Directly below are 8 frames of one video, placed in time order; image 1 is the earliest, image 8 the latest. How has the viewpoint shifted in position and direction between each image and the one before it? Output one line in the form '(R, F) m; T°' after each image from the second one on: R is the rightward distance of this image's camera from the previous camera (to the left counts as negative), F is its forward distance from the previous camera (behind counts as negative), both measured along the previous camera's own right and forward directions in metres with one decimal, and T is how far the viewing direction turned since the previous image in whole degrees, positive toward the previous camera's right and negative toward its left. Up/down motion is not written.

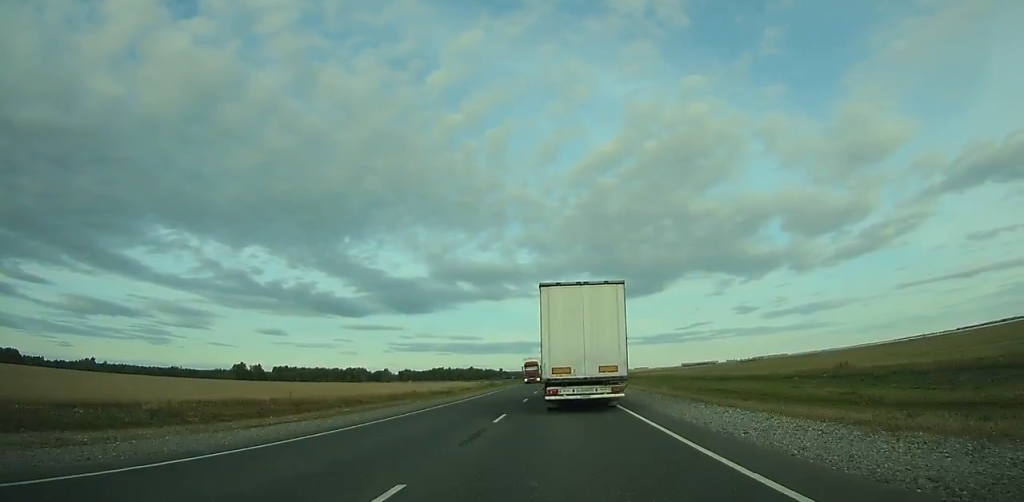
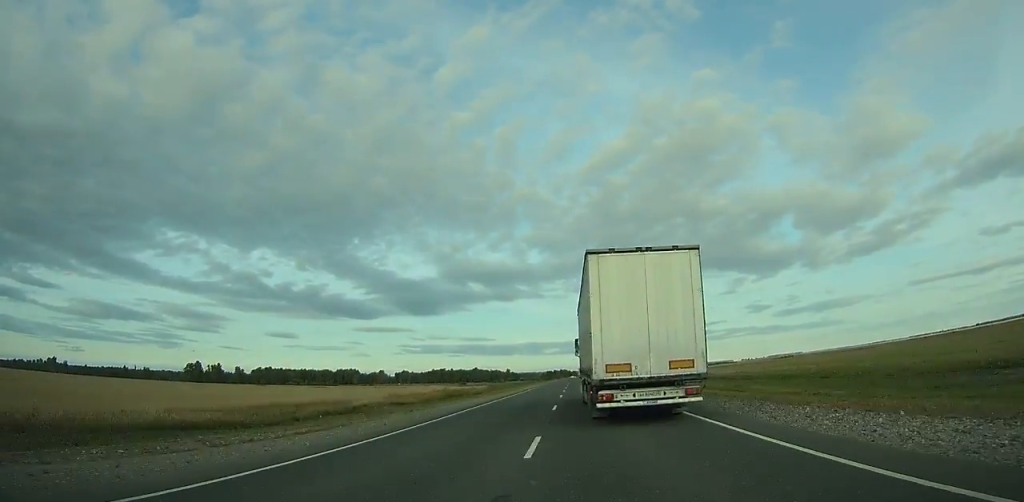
(-0.7, +104.0) m; -1°
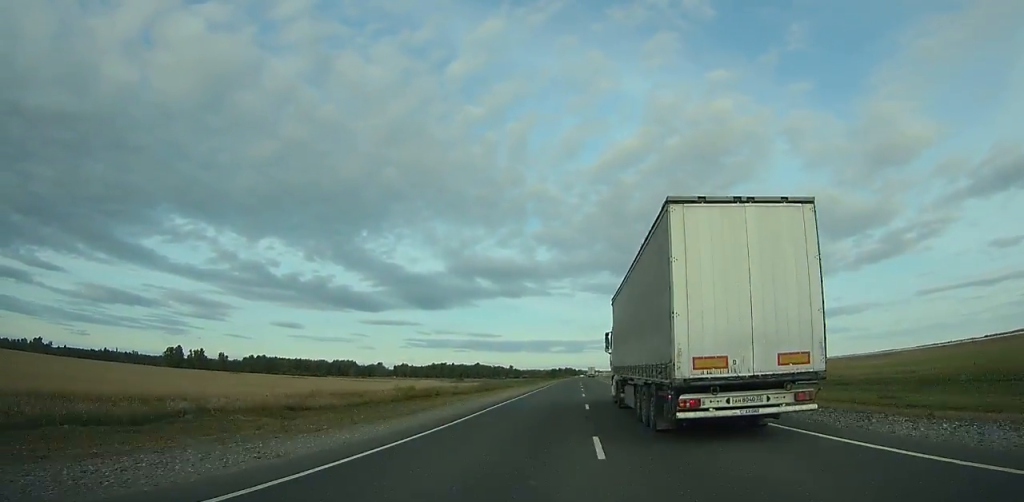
(-0.2, +37.2) m; 0°
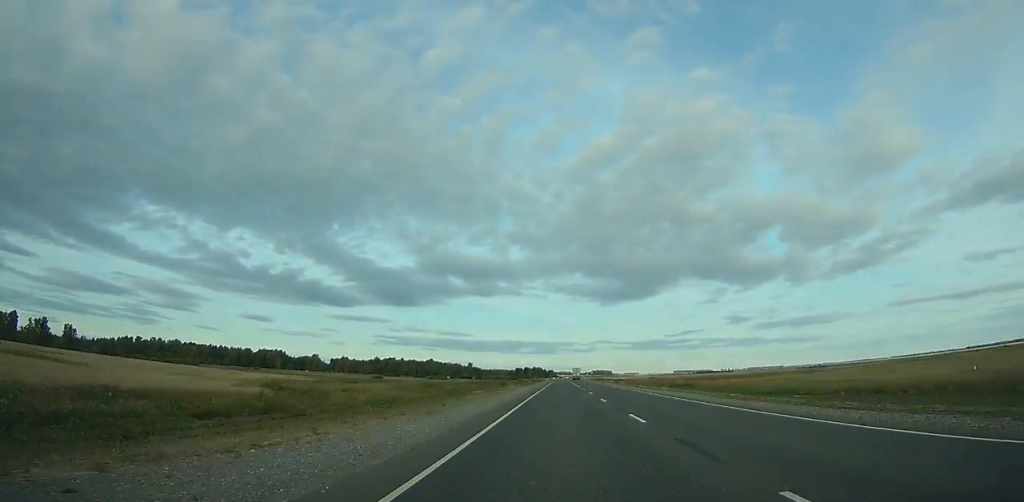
(+1.4, +146.1) m; +2°
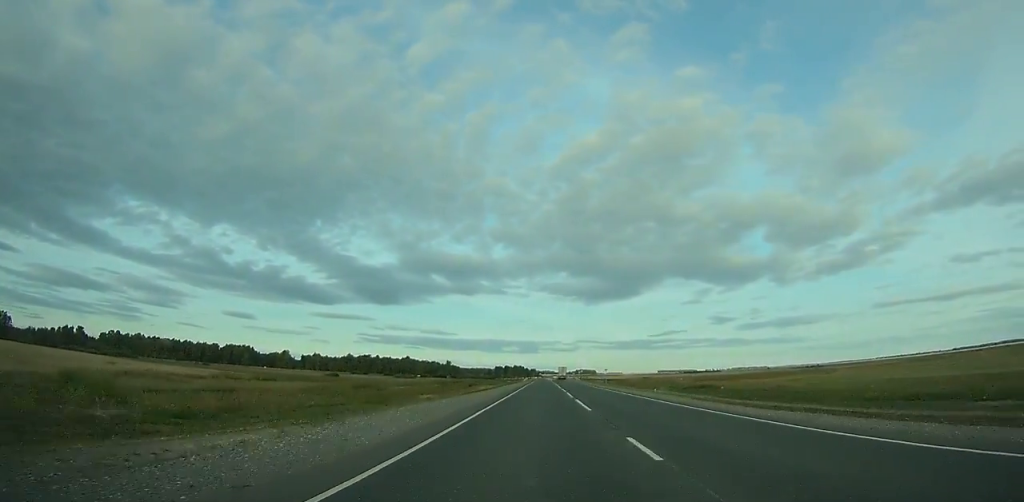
(+0.5, +41.8) m; +1°
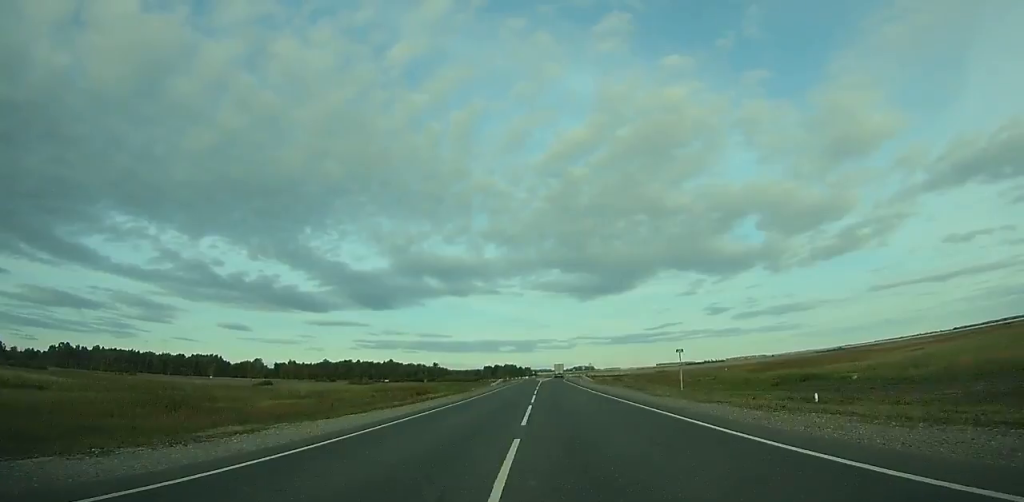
(+0.7, +67.4) m; +1°
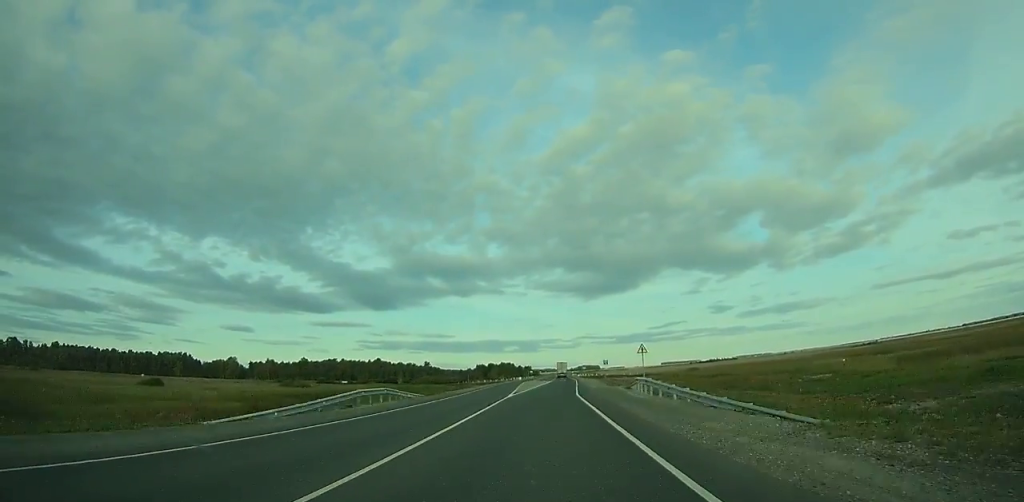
(+0.6, +75.2) m; 0°
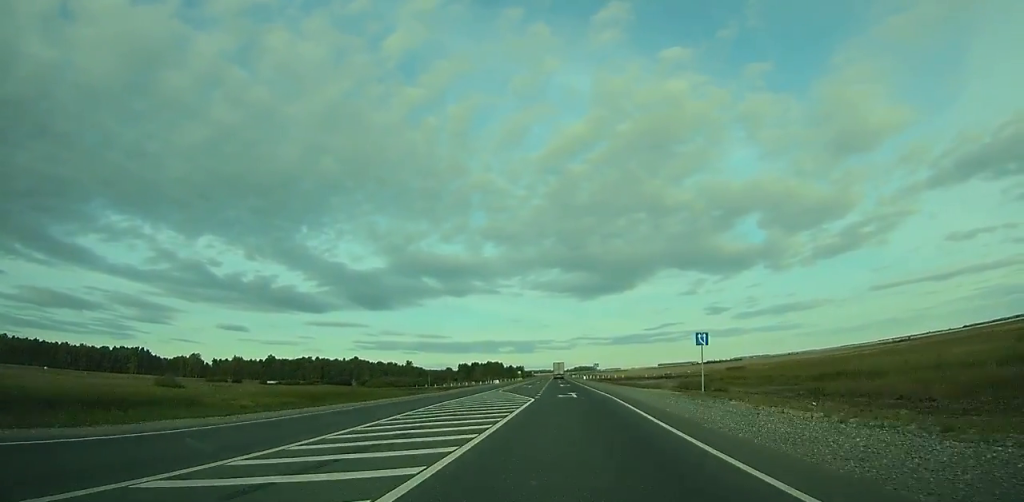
(-0.2, +70.3) m; 0°
